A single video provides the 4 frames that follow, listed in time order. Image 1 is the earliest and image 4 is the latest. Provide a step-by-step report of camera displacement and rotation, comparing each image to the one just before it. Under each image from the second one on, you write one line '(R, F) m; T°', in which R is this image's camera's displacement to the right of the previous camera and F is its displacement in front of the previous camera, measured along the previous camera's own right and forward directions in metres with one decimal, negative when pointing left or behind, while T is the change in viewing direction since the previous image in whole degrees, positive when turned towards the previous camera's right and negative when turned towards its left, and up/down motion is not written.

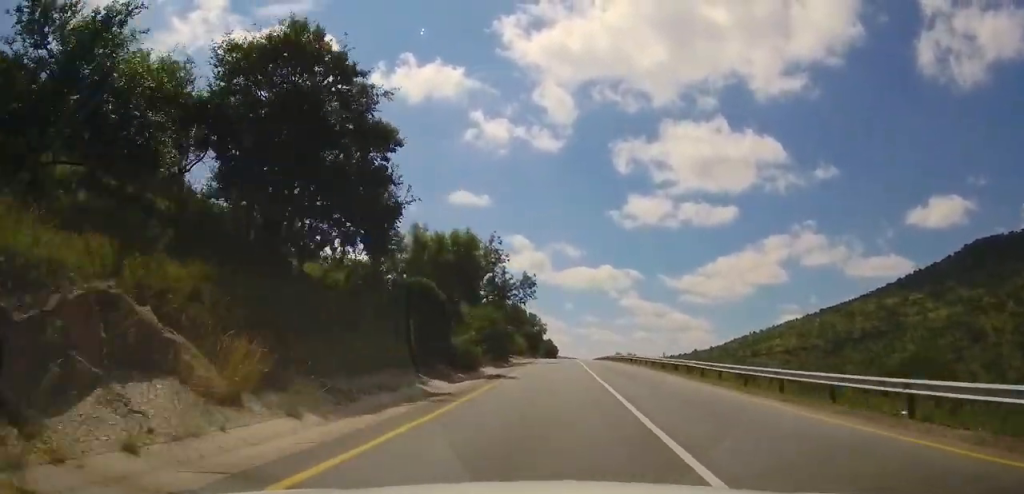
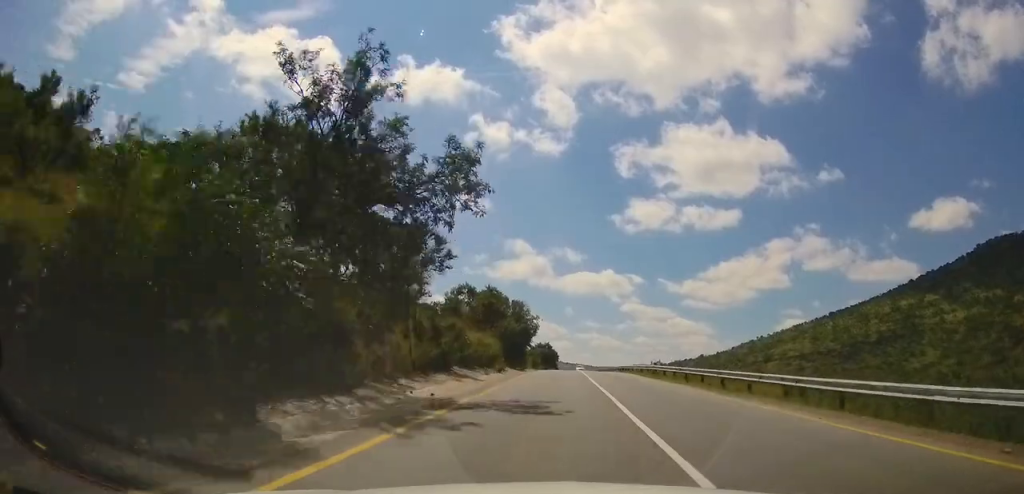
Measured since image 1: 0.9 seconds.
(+0.2, +30.6) m; 0°
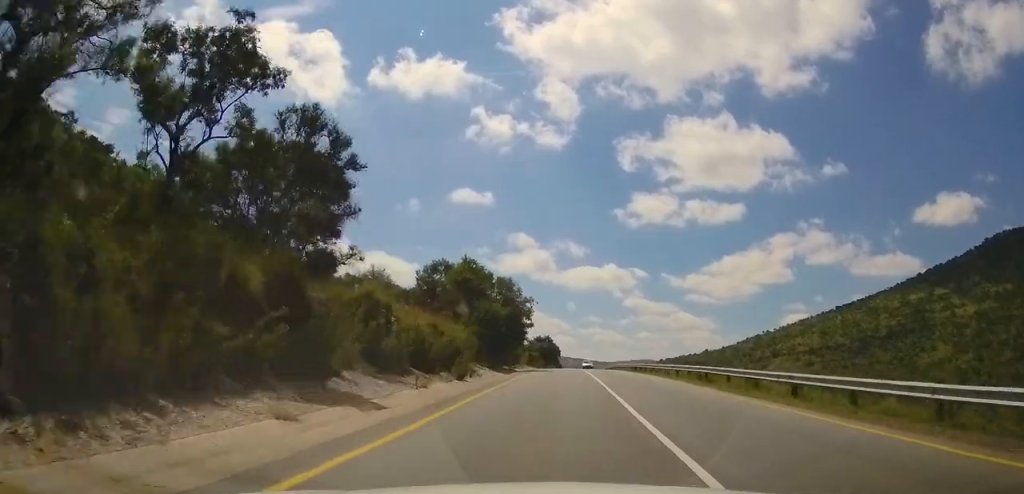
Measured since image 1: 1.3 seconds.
(-0.1, +15.4) m; -1°
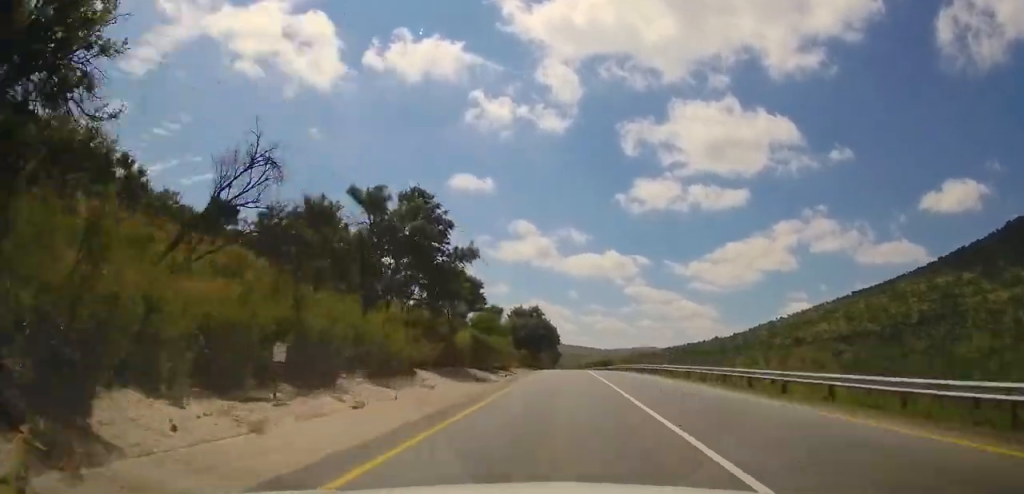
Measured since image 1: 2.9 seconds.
(-0.9, +55.3) m; -1°
